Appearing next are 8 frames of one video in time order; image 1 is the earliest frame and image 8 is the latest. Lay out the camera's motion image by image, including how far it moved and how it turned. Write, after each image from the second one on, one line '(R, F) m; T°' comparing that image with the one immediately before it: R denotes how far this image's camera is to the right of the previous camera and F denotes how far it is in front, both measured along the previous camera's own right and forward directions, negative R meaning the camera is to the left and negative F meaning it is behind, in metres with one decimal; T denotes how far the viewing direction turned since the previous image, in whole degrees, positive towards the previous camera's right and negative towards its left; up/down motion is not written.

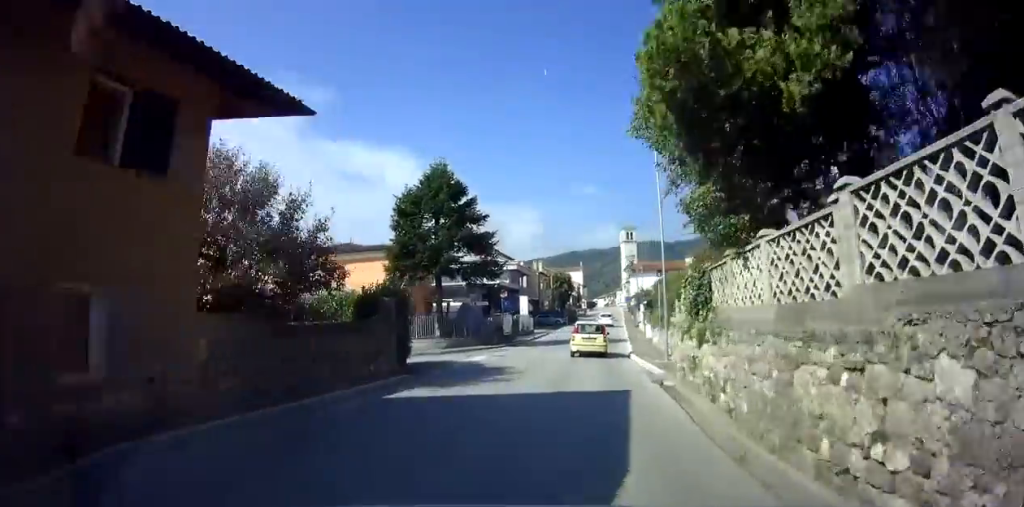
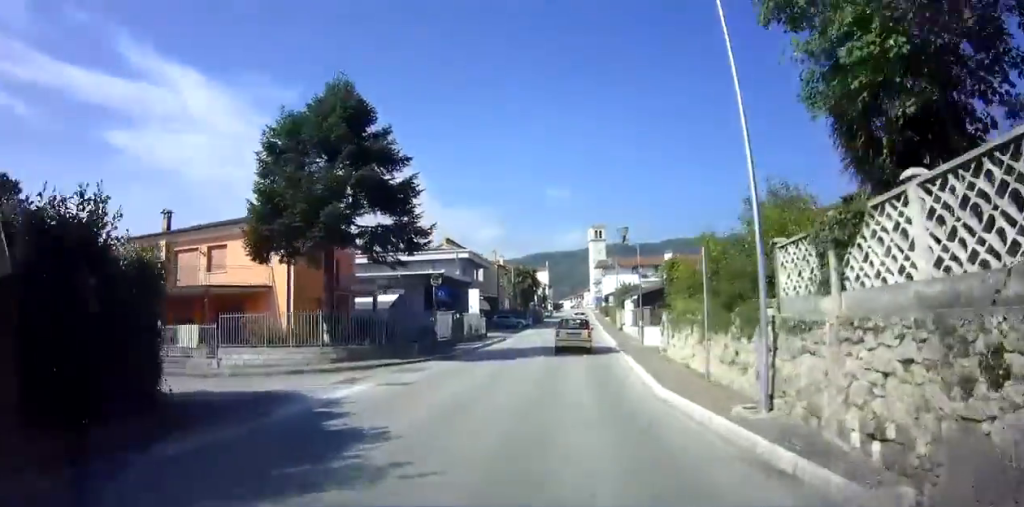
(0.0, +11.2) m; 0°
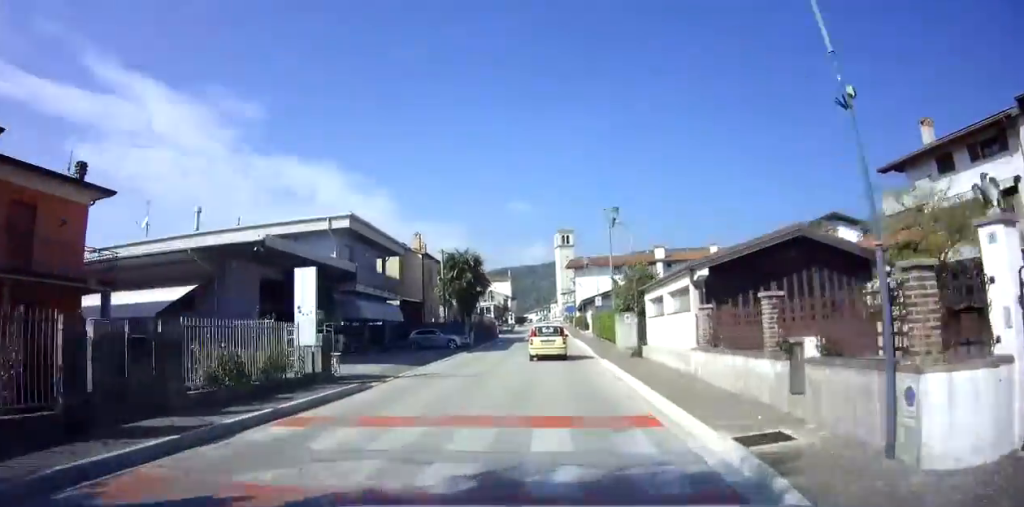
(0.0, +20.9) m; +5°
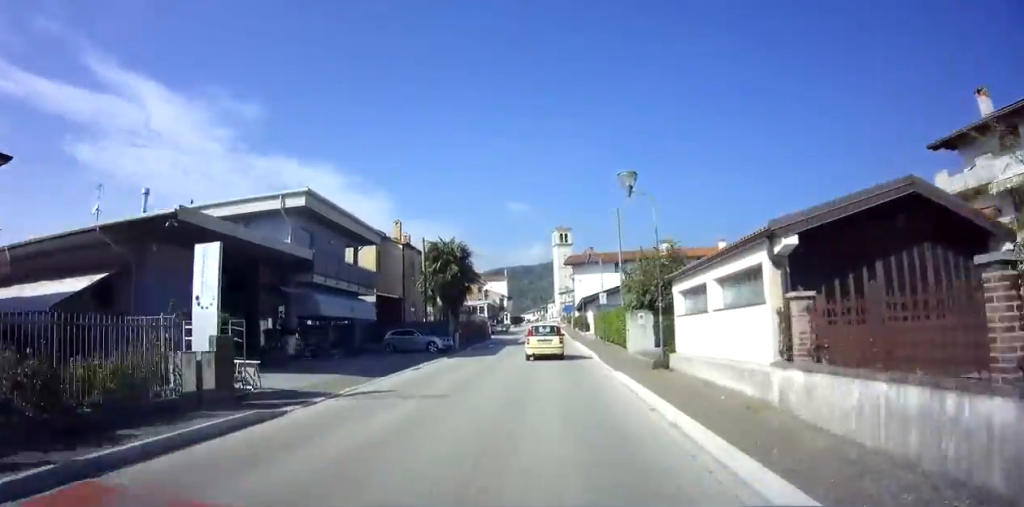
(+0.2, +4.9) m; +1°
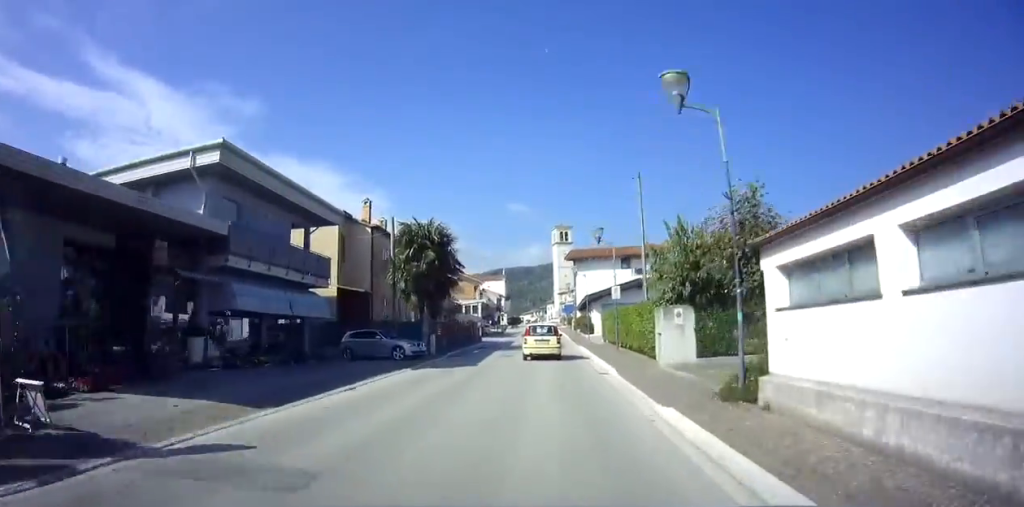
(+0.5, +6.6) m; +2°
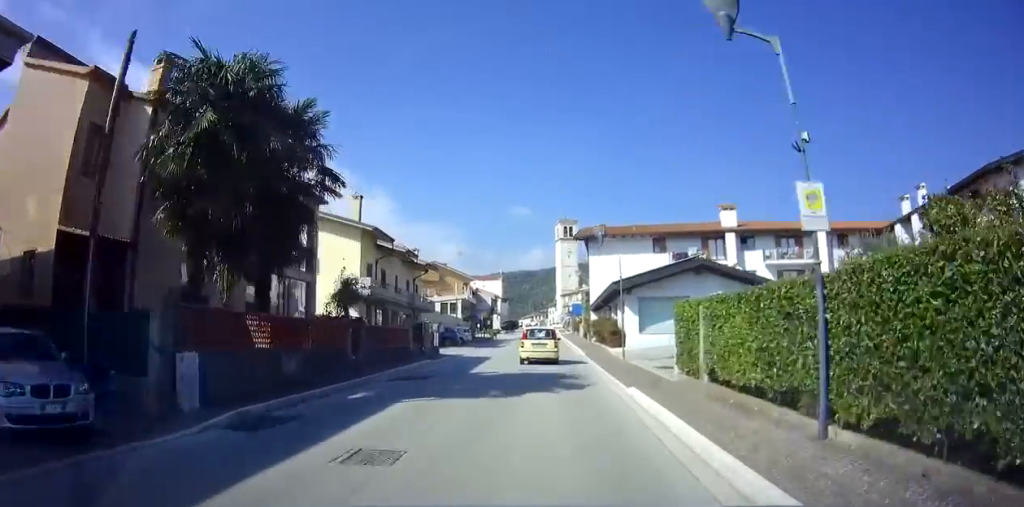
(-0.2, +19.4) m; 0°
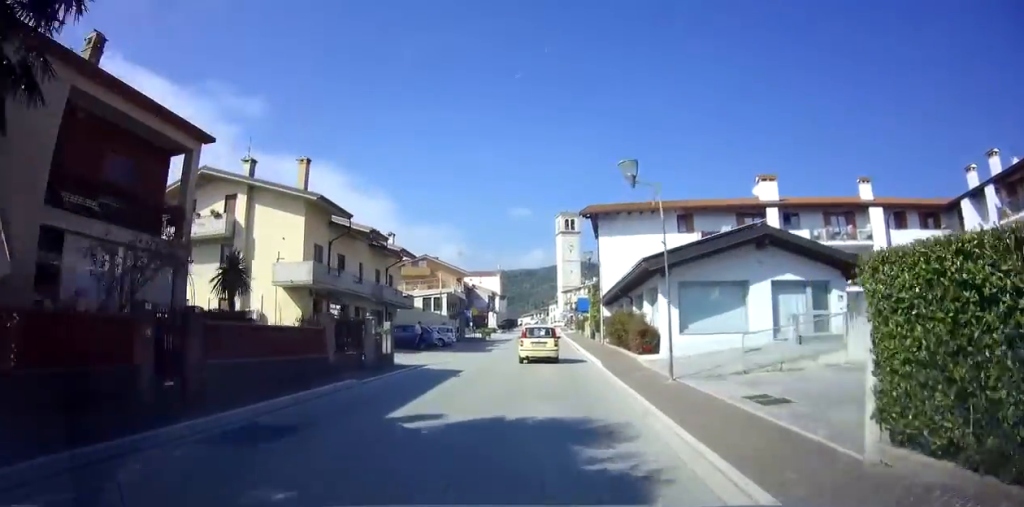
(+0.1, +8.8) m; +1°
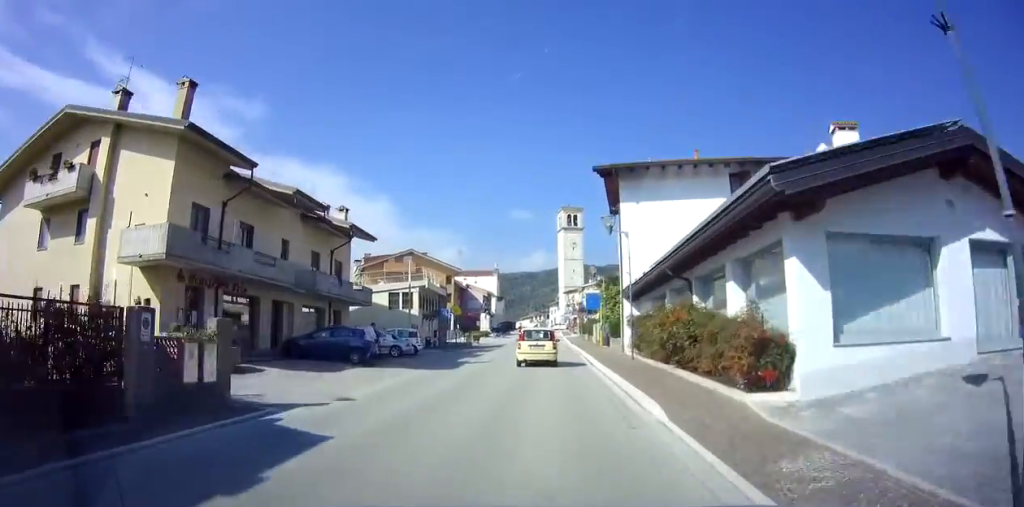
(+0.1, +11.3) m; 0°
